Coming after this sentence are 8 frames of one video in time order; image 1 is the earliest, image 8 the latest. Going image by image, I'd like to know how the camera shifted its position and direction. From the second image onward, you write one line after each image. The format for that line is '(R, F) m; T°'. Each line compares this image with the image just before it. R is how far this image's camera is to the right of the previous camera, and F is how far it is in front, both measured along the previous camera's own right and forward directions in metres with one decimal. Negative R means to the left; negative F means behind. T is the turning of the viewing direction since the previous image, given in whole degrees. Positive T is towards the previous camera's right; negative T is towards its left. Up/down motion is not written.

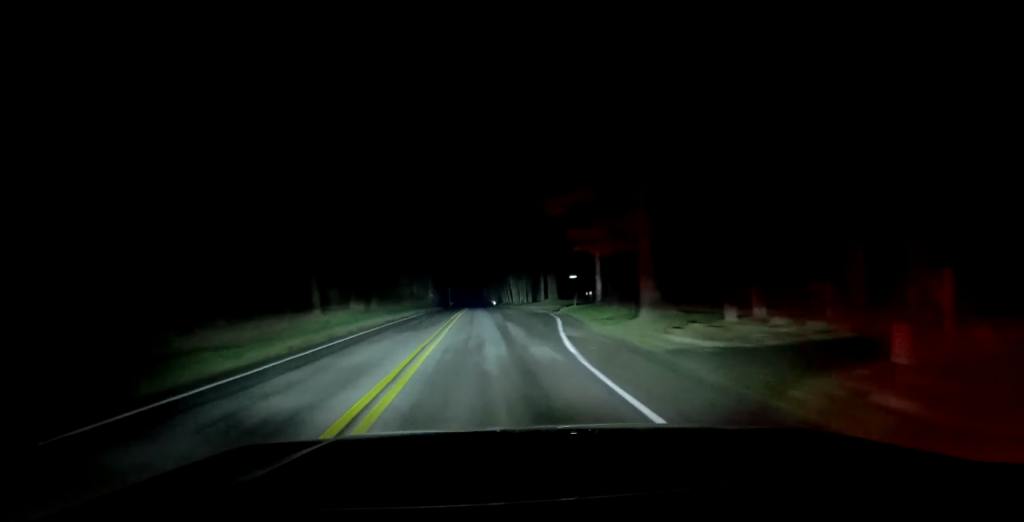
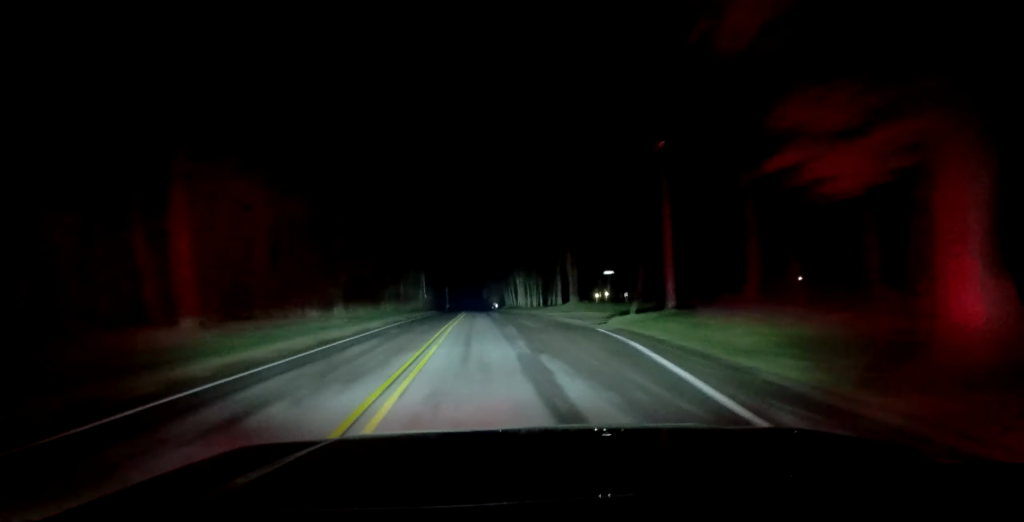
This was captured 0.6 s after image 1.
(-0.2, +14.4) m; 0°
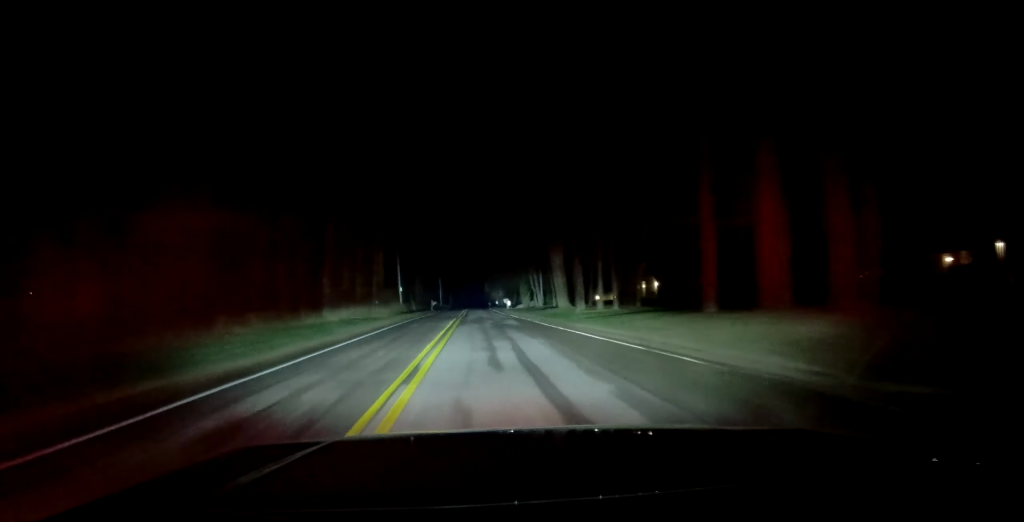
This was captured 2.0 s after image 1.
(+0.1, +36.5) m; -1°
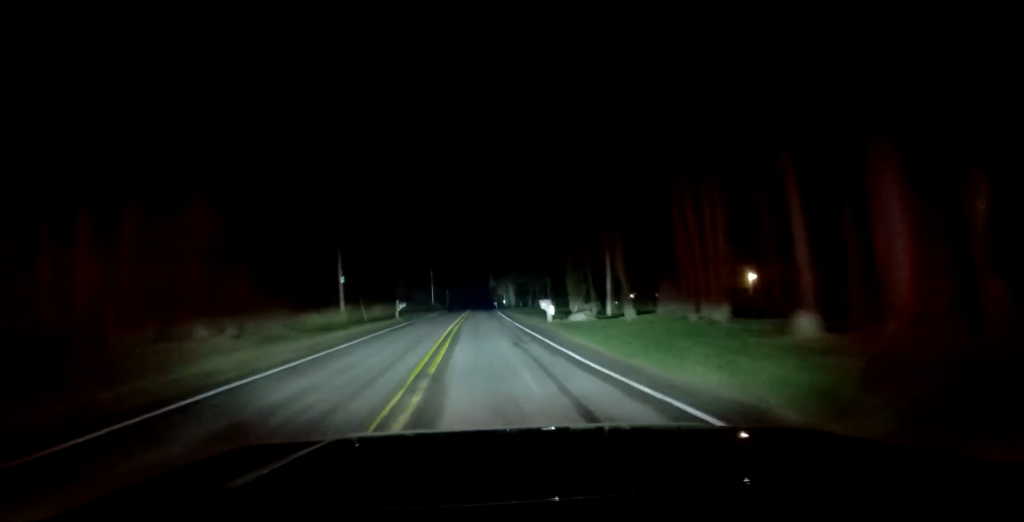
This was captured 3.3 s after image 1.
(-1.0, +35.8) m; -3°
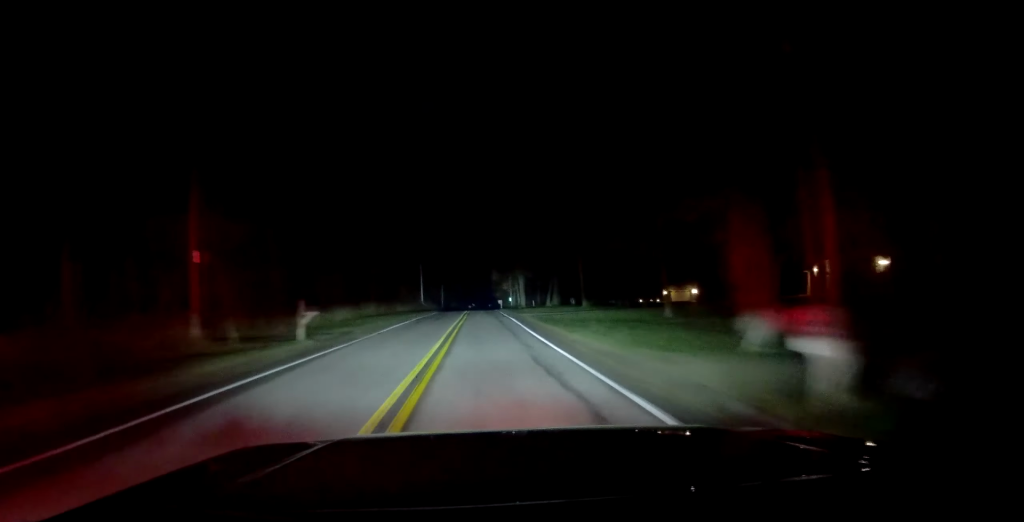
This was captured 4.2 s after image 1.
(-0.4, +25.2) m; -1°
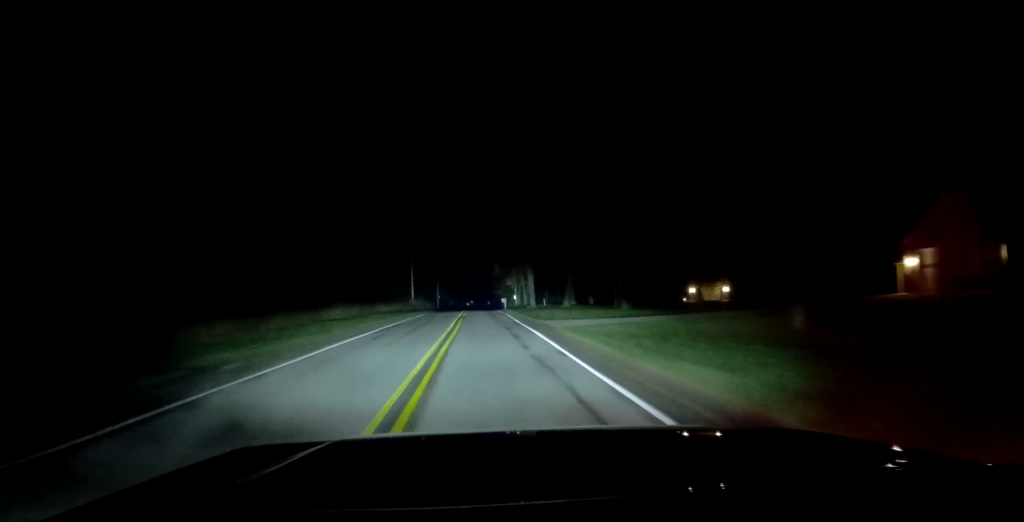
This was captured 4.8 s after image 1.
(-0.6, +15.2) m; 0°
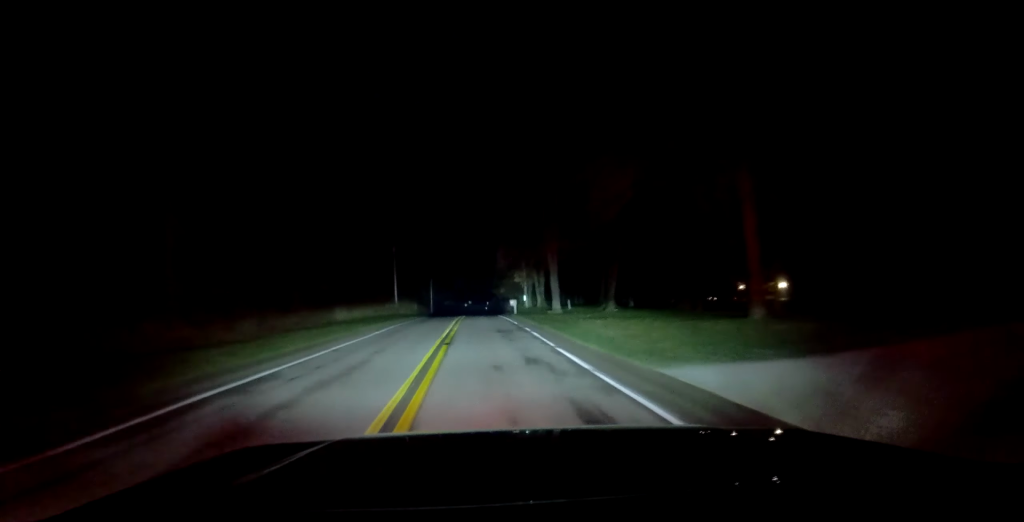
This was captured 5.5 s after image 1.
(+0.6, +19.9) m; 0°
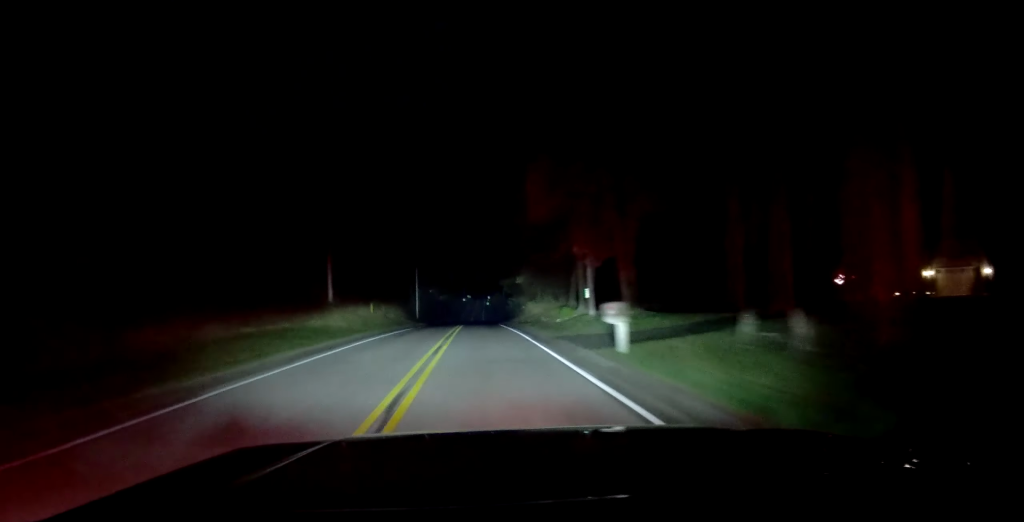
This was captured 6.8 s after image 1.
(-0.3, +37.8) m; 0°
